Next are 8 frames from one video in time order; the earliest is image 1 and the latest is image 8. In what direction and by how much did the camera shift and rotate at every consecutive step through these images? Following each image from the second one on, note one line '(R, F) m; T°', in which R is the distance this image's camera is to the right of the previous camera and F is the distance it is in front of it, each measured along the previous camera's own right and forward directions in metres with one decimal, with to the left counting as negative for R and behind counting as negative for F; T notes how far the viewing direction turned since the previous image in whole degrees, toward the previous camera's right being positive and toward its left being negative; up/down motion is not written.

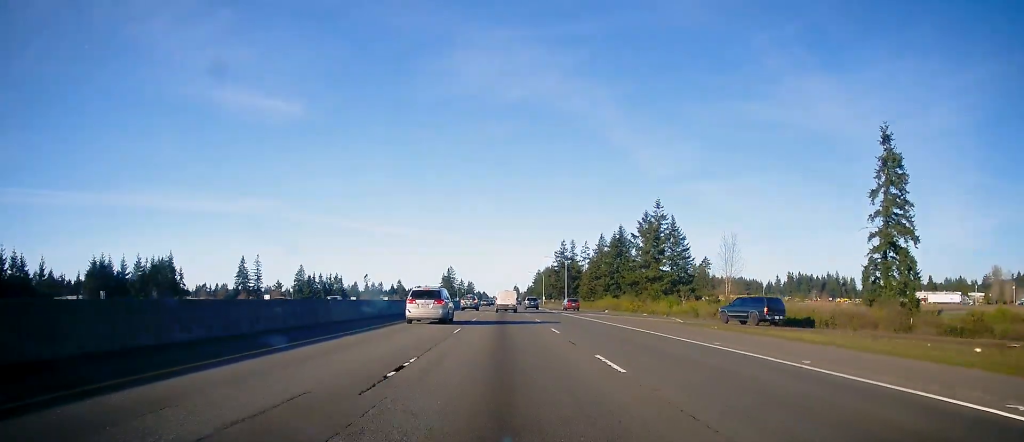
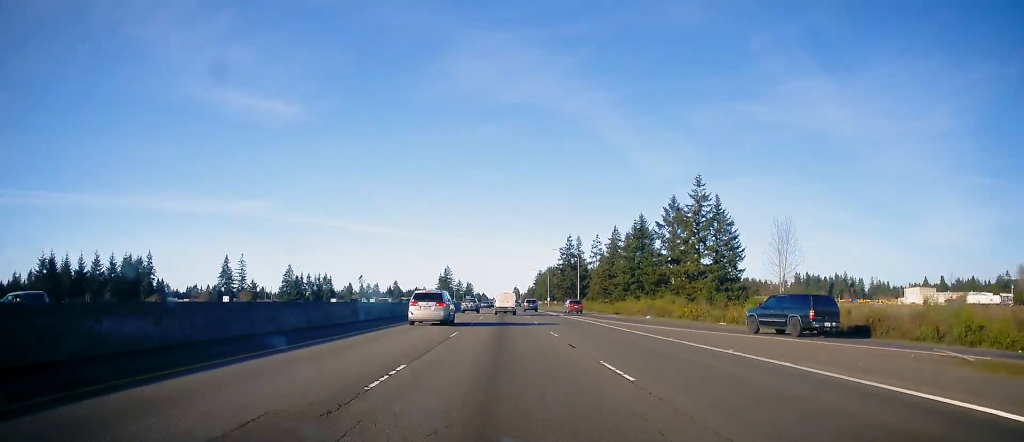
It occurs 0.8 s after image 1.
(+0.1, +25.4) m; 0°
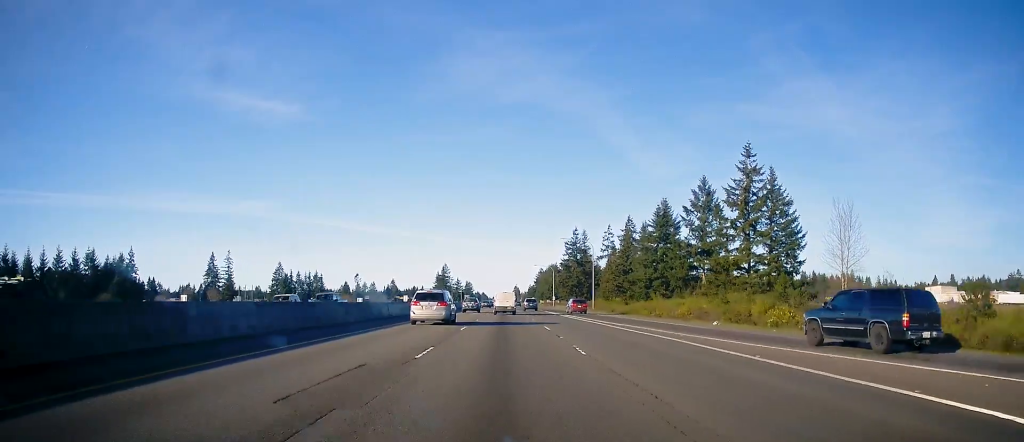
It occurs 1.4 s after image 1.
(0.0, +20.1) m; 0°
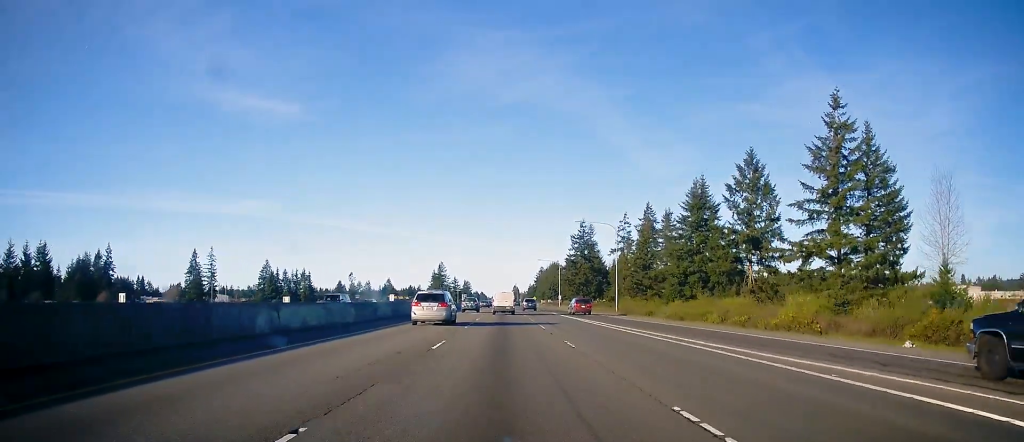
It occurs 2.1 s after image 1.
(-0.4, +22.2) m; 0°
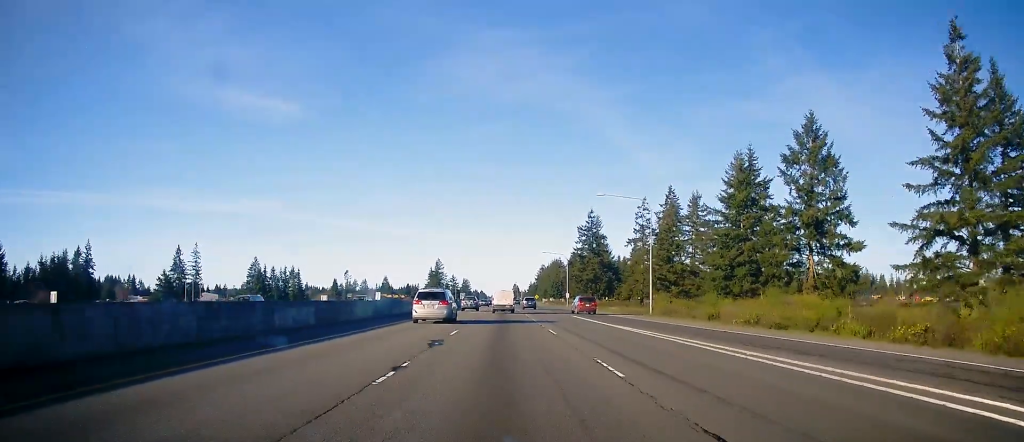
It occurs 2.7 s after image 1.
(+0.3, +18.9) m; +1°
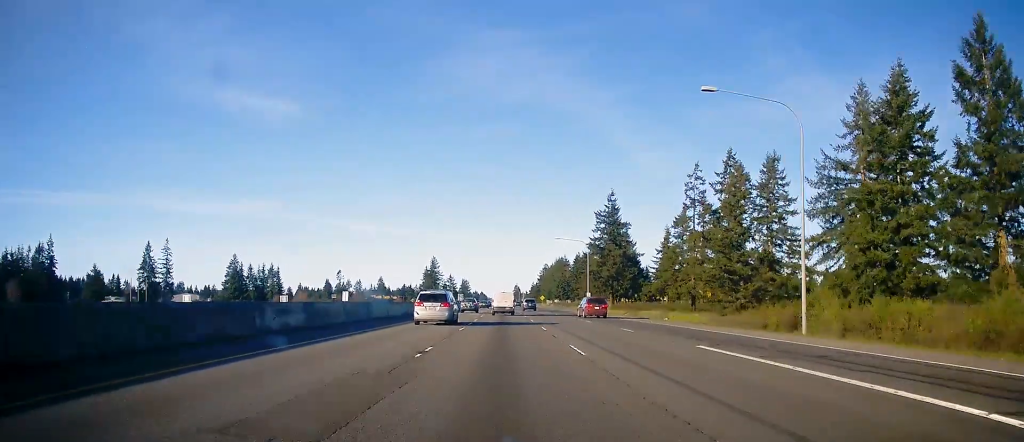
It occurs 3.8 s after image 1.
(+0.3, +32.3) m; 0°
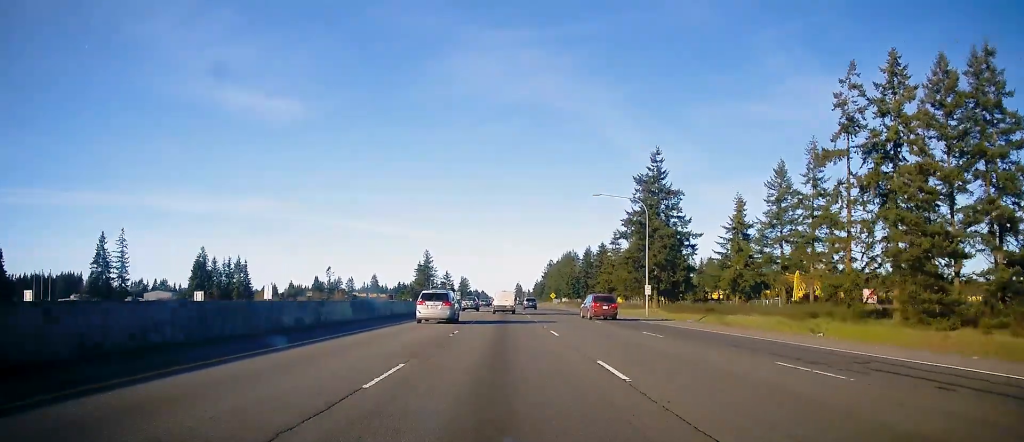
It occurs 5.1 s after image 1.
(-0.4, +41.5) m; 0°
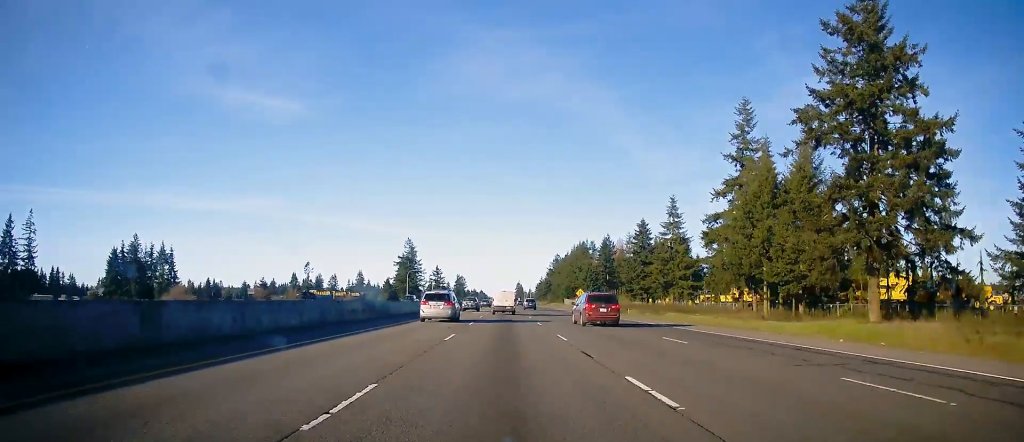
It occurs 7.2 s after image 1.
(0.0, +64.0) m; -1°
